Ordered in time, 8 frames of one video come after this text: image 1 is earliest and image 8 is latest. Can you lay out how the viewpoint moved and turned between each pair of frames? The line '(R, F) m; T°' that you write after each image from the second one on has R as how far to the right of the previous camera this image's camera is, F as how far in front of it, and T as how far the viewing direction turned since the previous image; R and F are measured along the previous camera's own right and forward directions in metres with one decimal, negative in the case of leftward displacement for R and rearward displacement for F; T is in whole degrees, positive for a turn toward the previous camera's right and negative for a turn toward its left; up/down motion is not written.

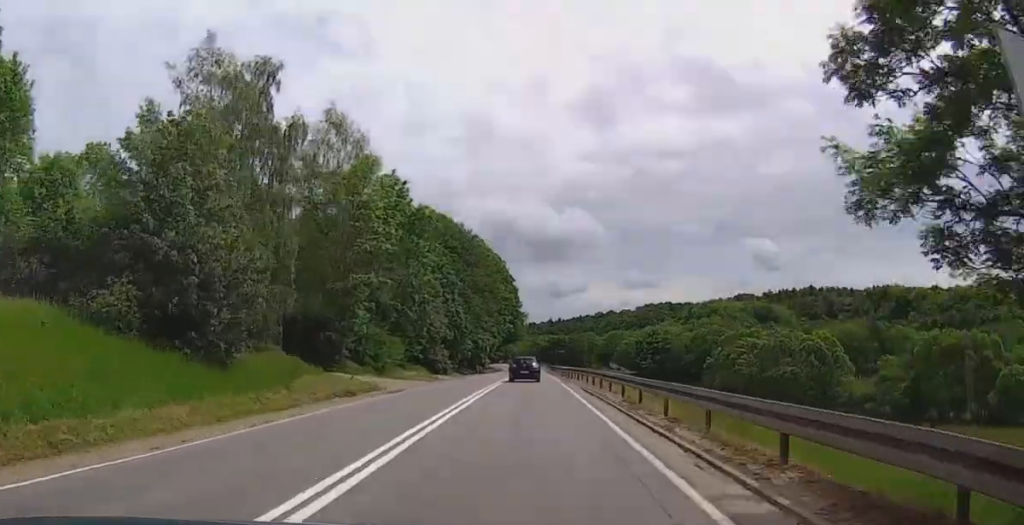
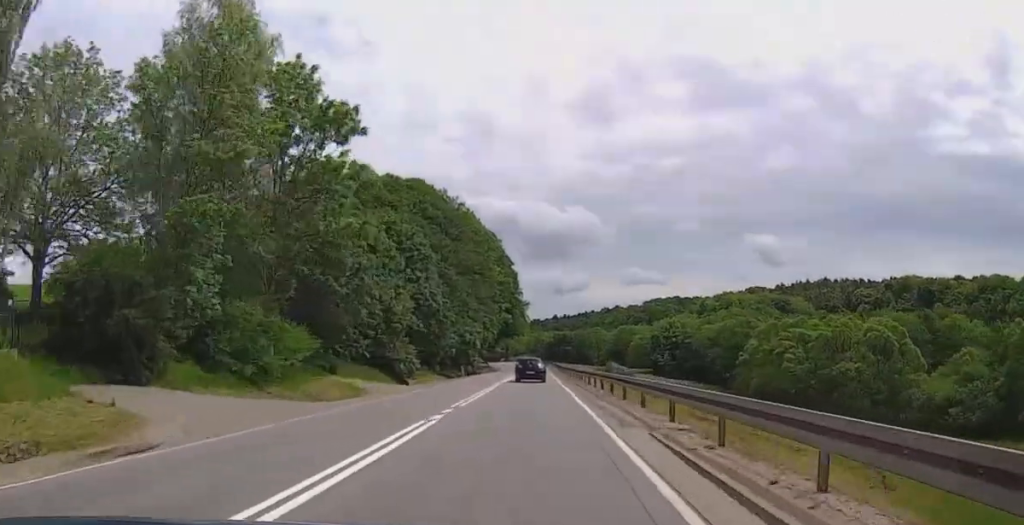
(+0.3, +21.0) m; +1°
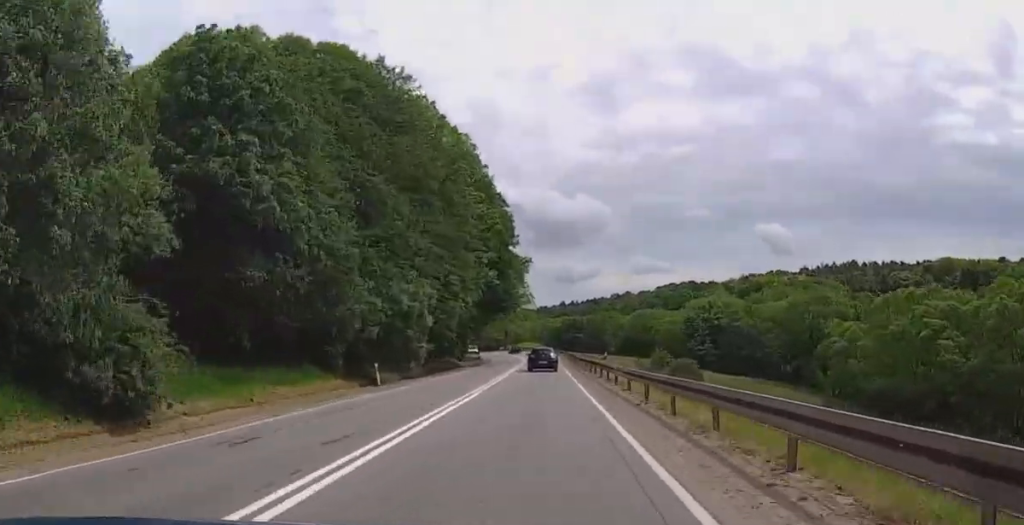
(+0.3, +38.2) m; 0°
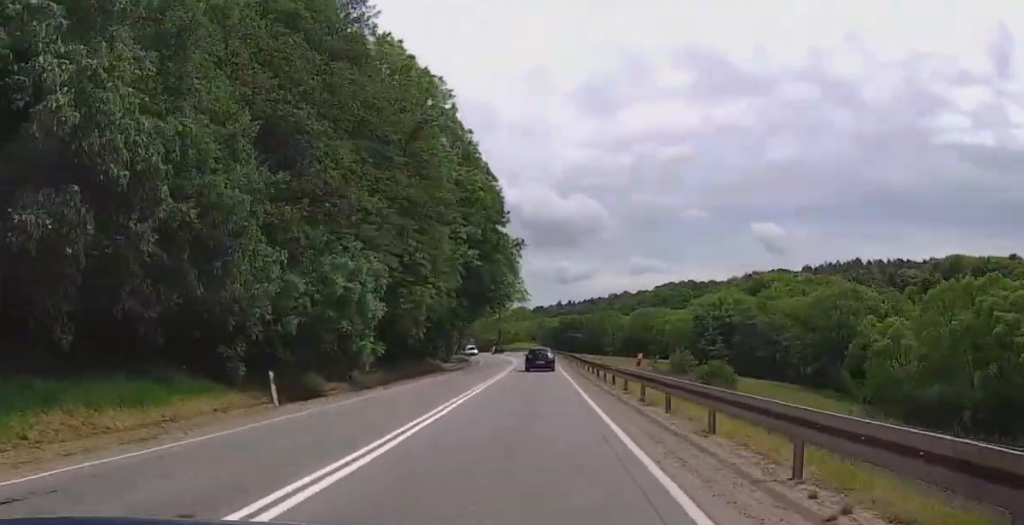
(-0.1, +12.1) m; 0°
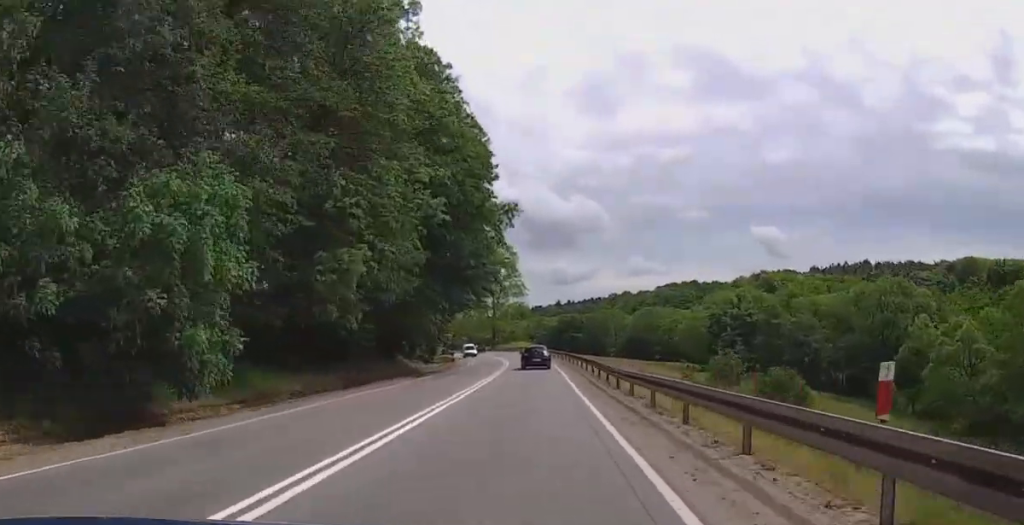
(0.0, +14.1) m; 0°
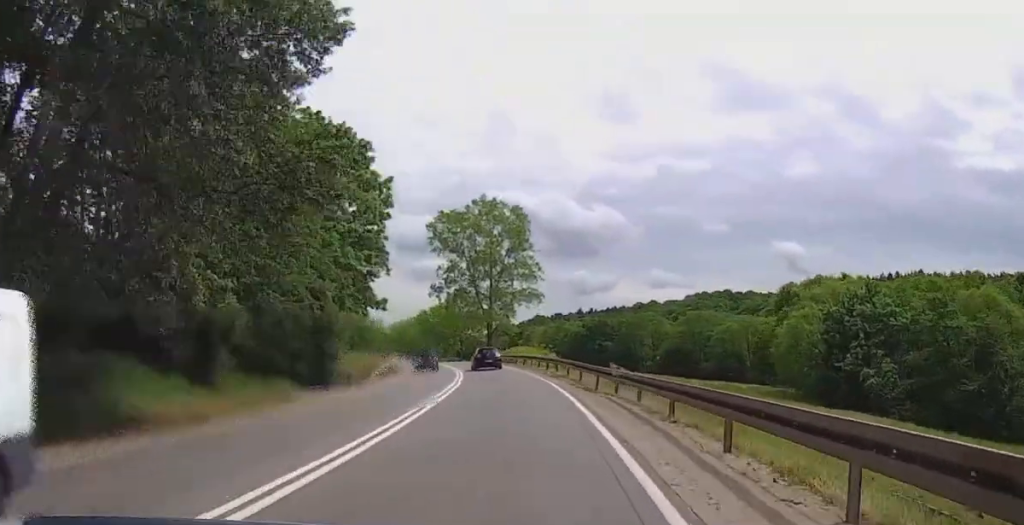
(-0.2, +47.3) m; -1°
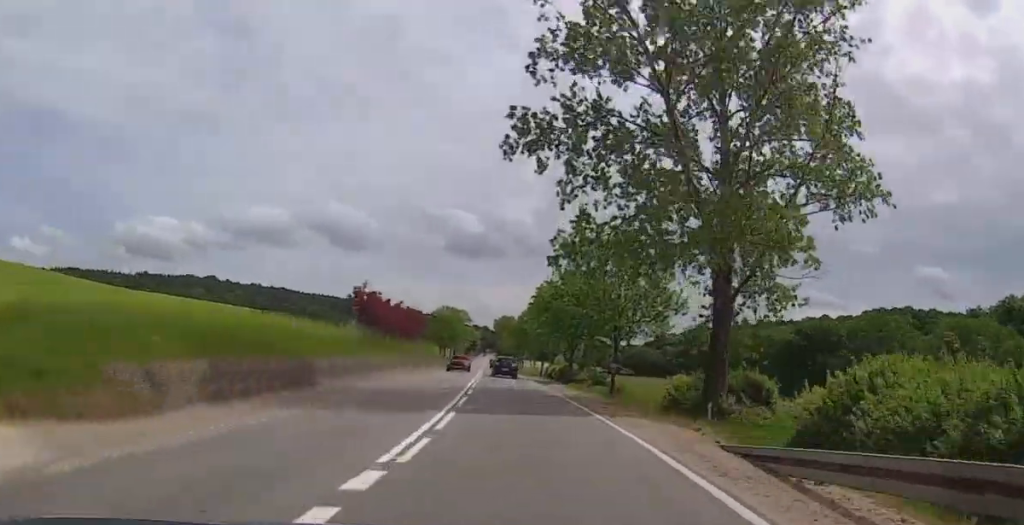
(-5.1, +63.9) m; -11°
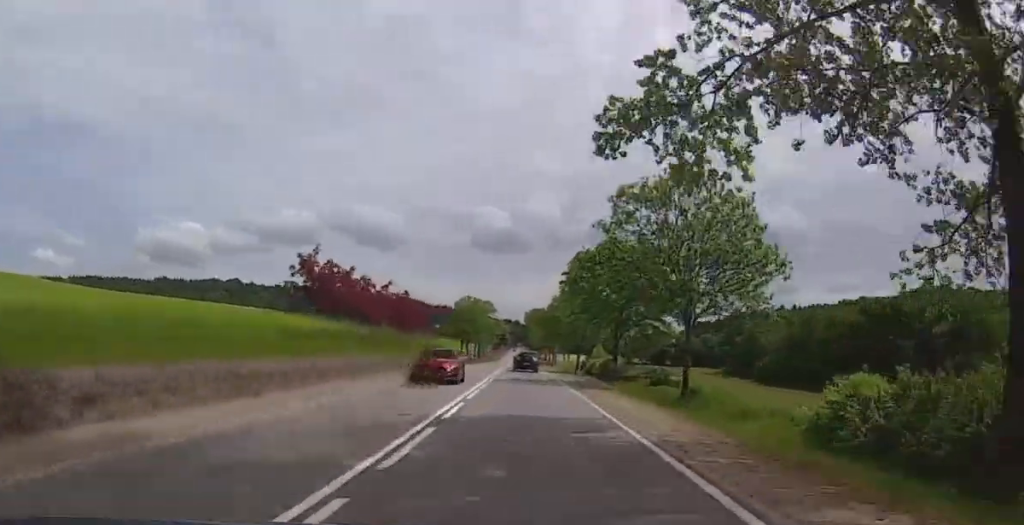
(-0.4, +16.6) m; -2°
